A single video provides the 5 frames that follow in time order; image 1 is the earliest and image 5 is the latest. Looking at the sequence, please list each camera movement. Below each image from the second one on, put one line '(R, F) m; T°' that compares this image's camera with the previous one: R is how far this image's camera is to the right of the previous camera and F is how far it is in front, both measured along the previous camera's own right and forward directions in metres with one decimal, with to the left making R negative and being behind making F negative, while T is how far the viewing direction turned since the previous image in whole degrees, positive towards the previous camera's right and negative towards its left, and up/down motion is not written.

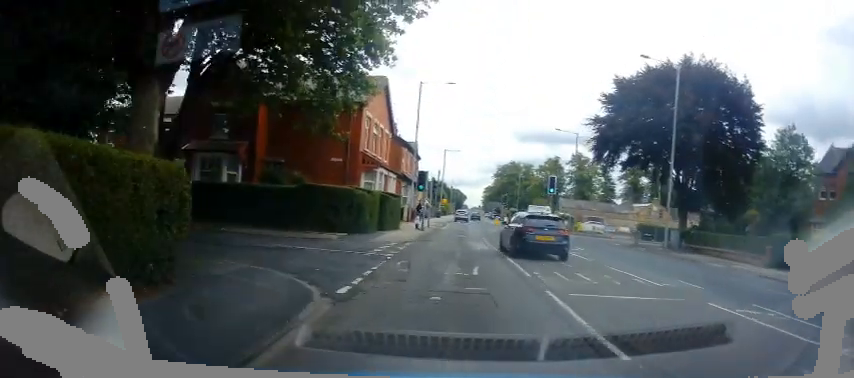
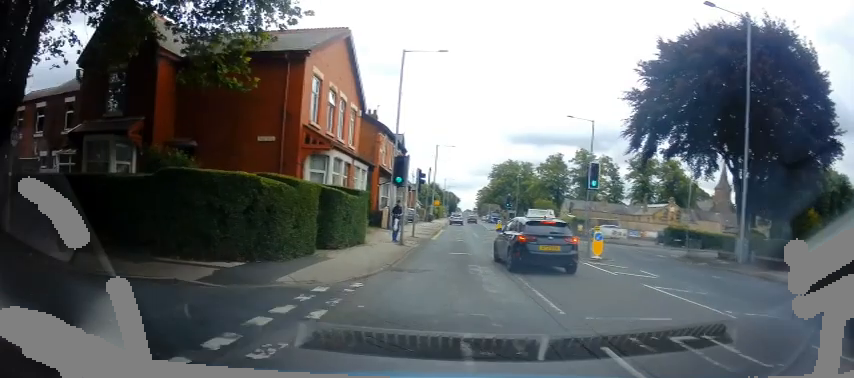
(-0.2, +9.2) m; -2°
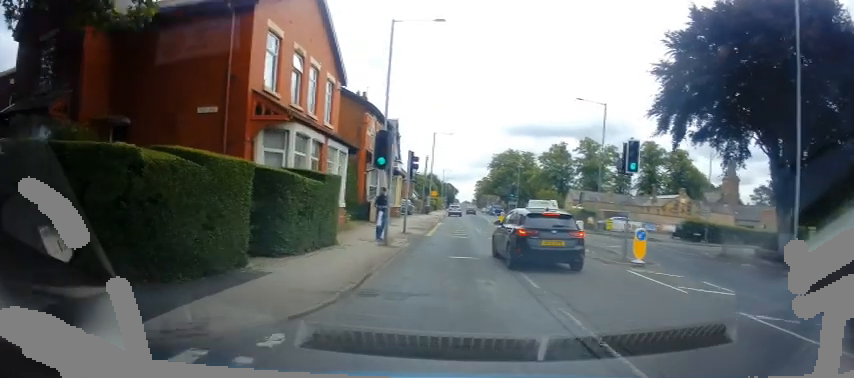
(0.0, +4.1) m; 0°
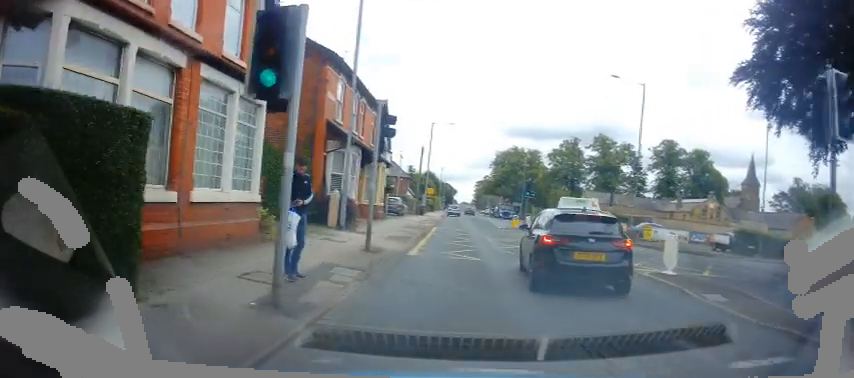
(+0.1, +9.0) m; +3°
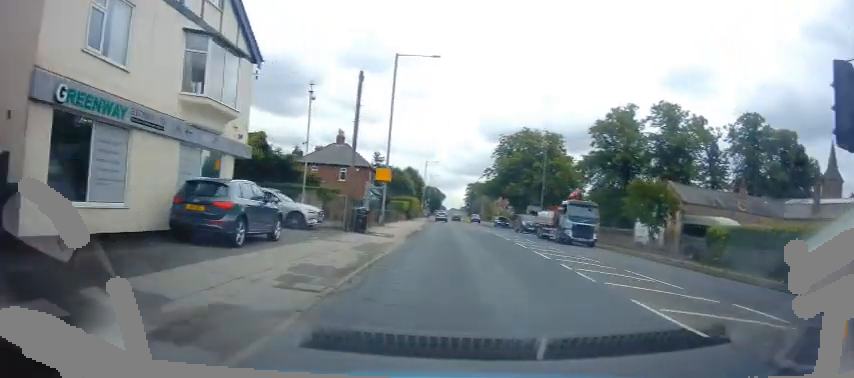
(+0.8, +31.0) m; +2°
